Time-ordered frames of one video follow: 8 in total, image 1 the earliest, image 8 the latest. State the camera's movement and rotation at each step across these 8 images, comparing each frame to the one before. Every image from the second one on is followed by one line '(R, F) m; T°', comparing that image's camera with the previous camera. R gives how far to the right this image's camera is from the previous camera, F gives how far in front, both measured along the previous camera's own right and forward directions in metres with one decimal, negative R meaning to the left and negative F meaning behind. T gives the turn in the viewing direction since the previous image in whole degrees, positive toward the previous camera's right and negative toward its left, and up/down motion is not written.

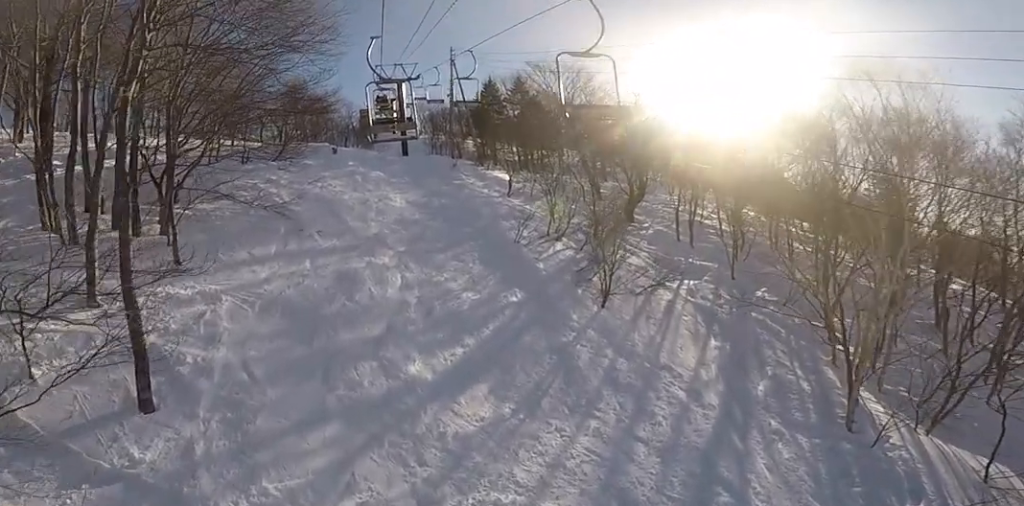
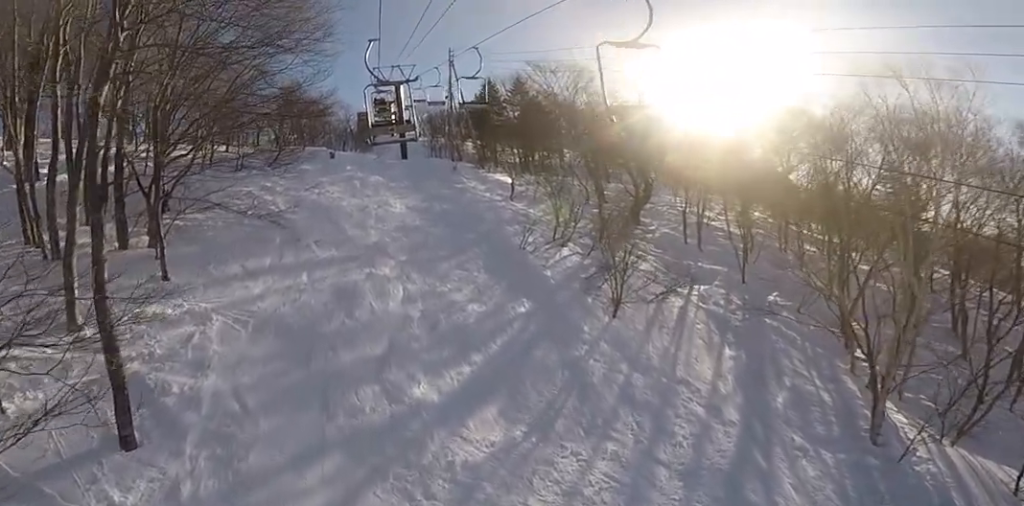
(0.0, +0.8) m; 0°
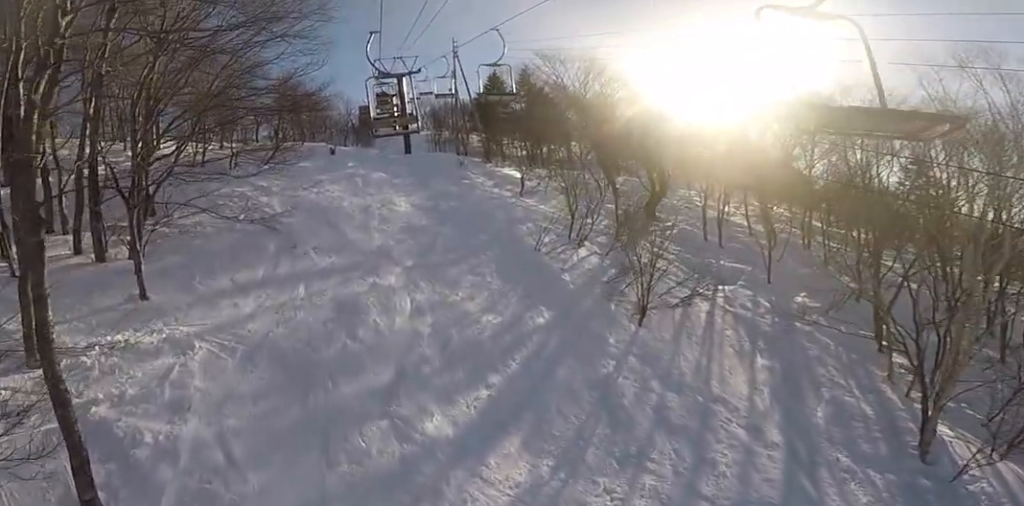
(0.0, +1.4) m; 0°
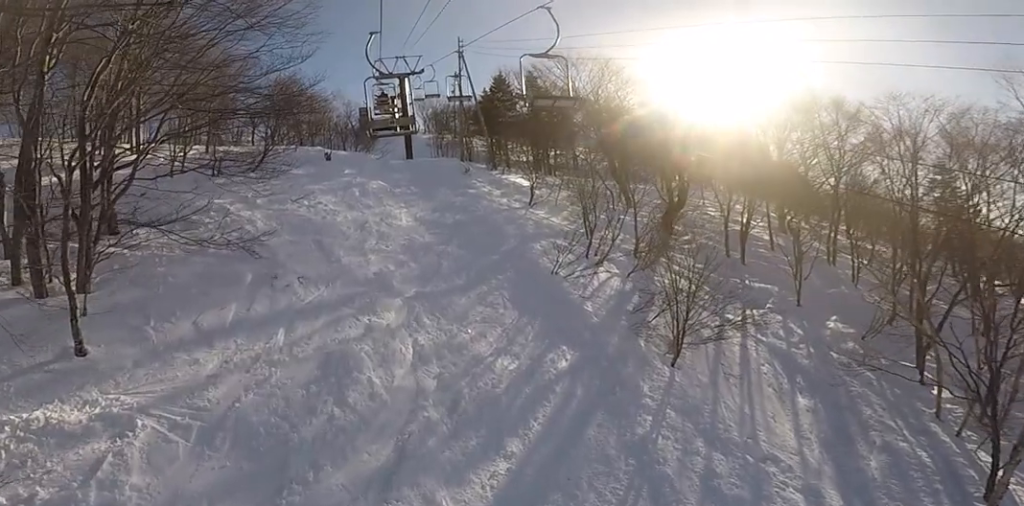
(0.0, +2.2) m; 0°
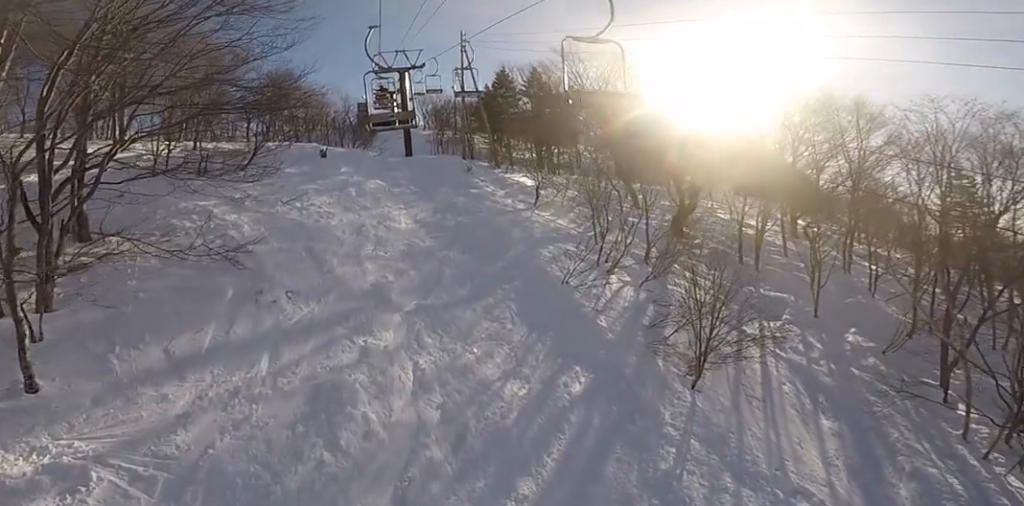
(0.0, +1.2) m; 0°
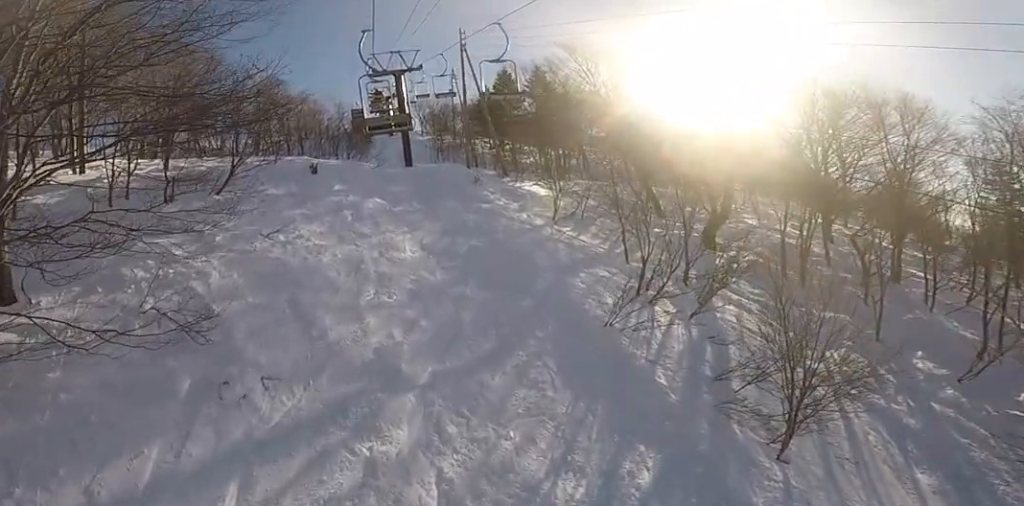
(0.0, +2.9) m; 0°
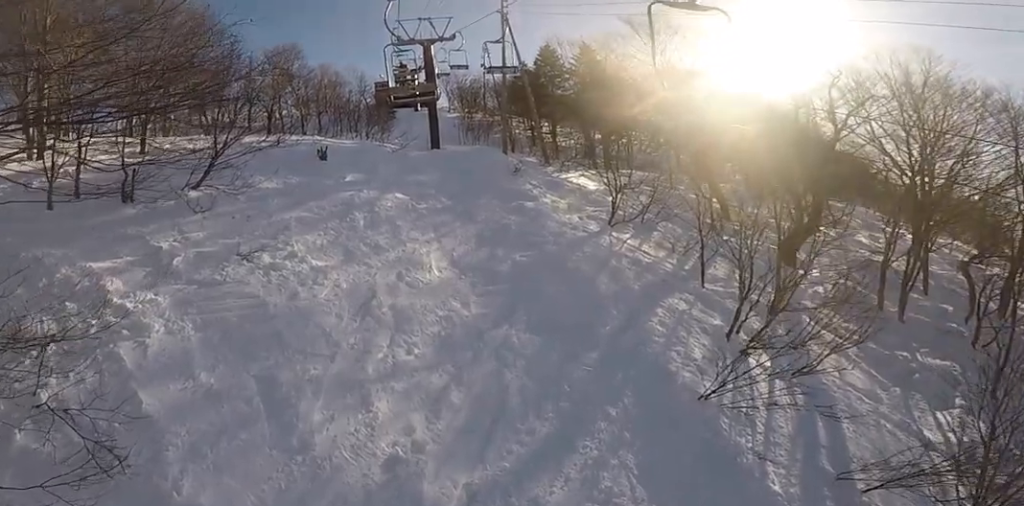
(0.0, +3.7) m; 0°
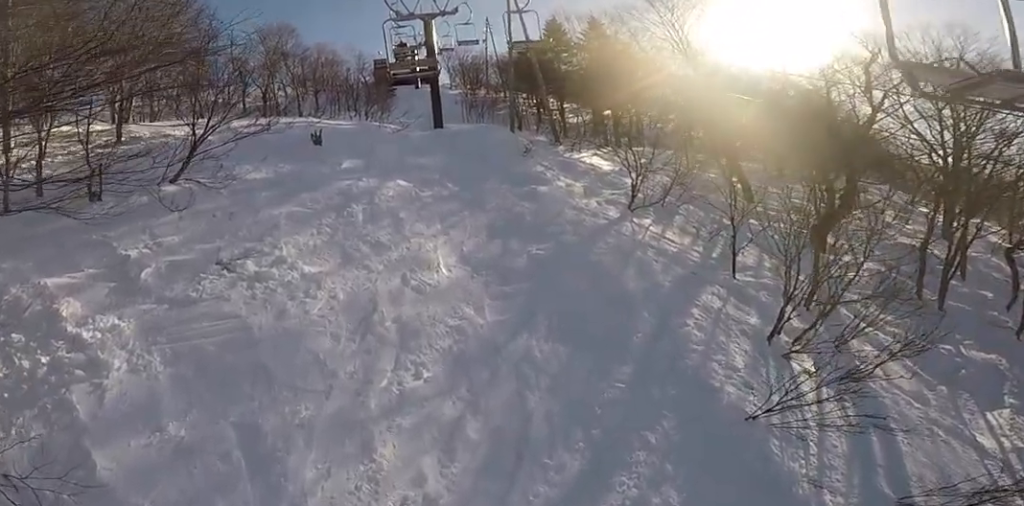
(0.0, +1.5) m; 0°
